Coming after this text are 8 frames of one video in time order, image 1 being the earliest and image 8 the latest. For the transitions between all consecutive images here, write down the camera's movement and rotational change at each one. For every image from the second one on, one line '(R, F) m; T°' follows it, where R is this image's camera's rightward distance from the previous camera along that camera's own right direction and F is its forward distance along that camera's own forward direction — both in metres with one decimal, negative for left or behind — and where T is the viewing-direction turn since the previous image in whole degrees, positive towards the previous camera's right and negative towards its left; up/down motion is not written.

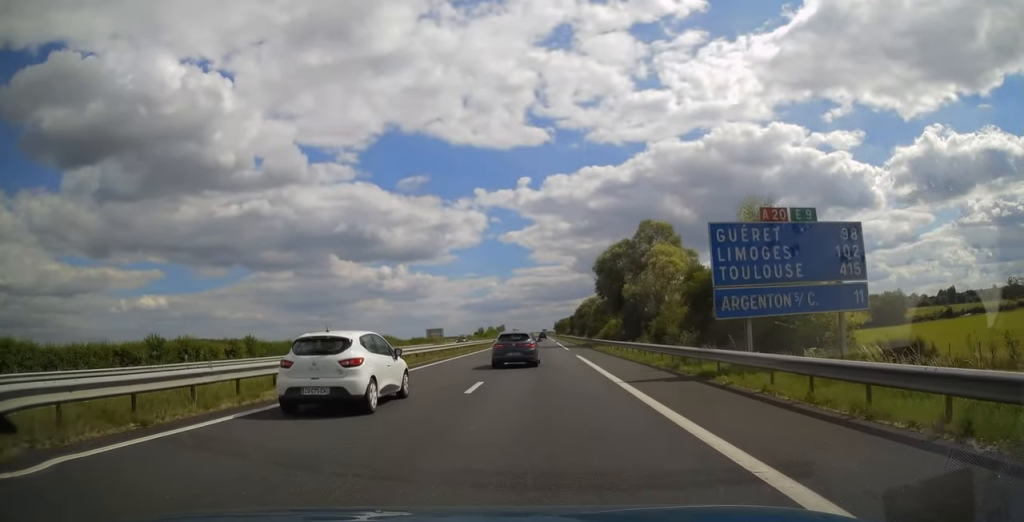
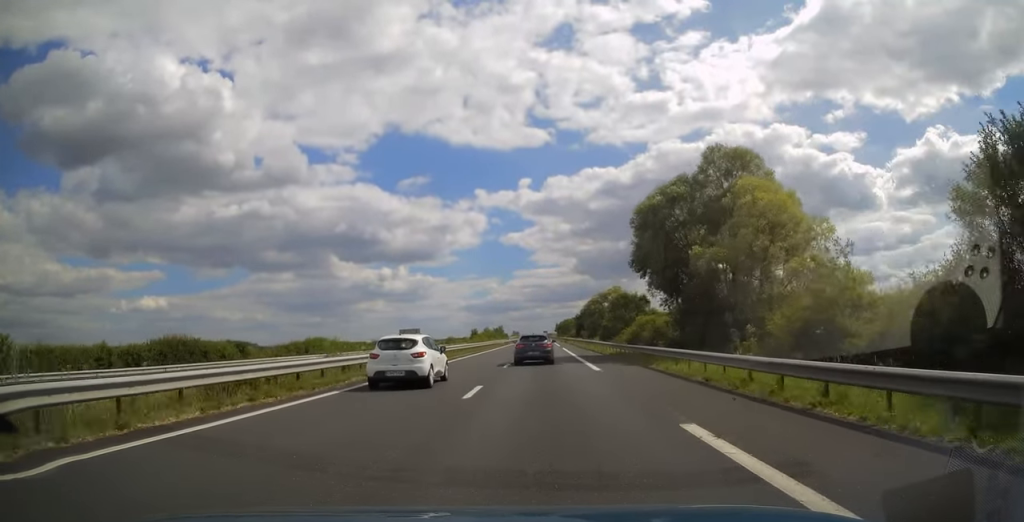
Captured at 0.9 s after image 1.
(0.0, +26.4) m; 0°
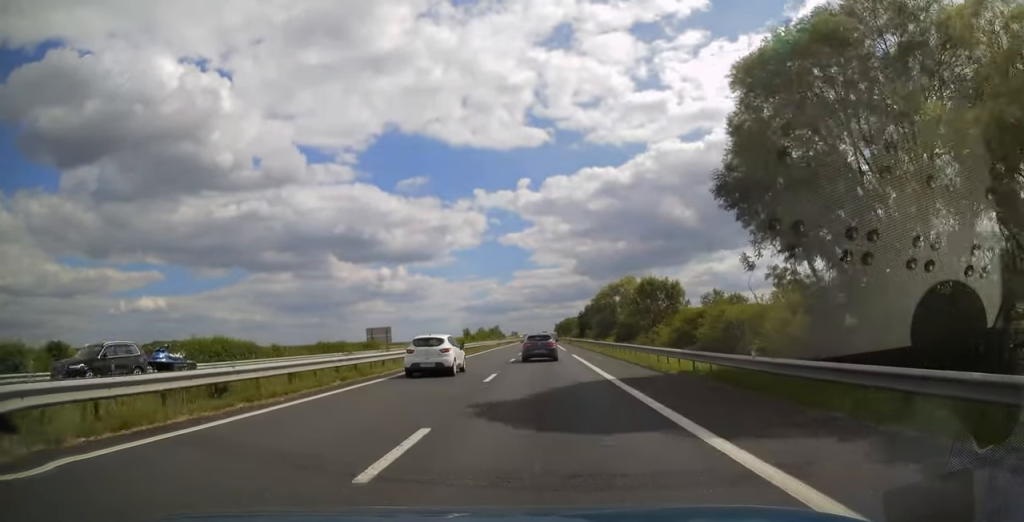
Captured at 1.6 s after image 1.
(+0.1, +20.5) m; 0°
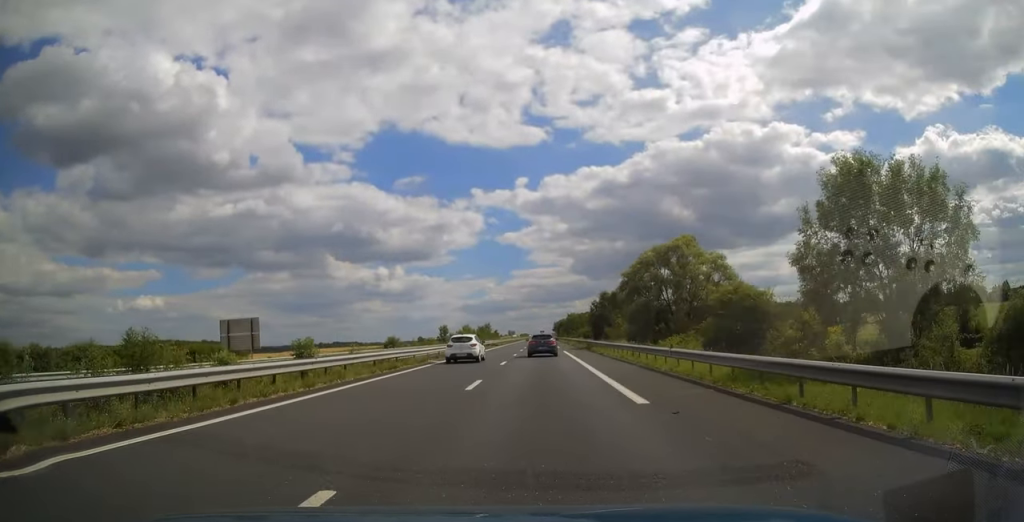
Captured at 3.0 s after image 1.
(0.0, +42.6) m; 0°
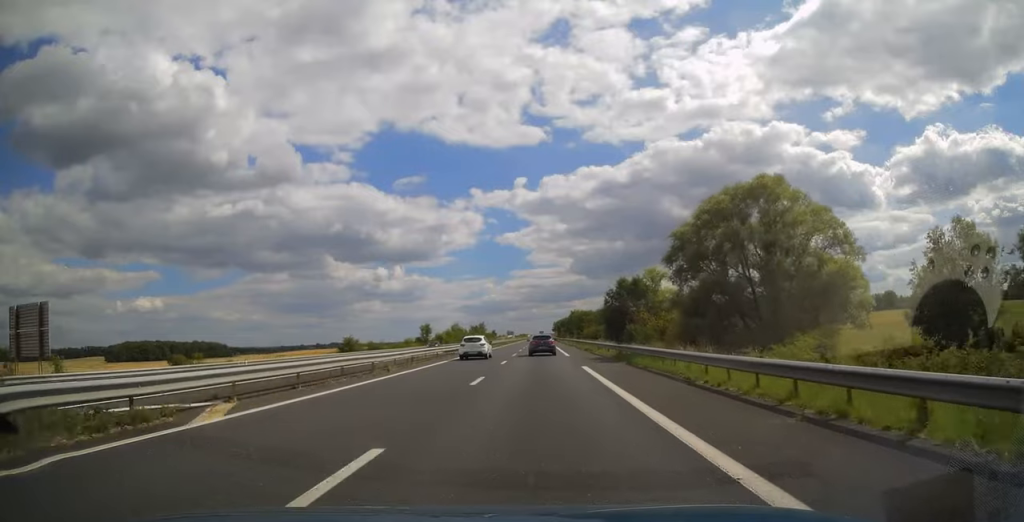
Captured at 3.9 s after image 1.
(-0.1, +24.1) m; 0°
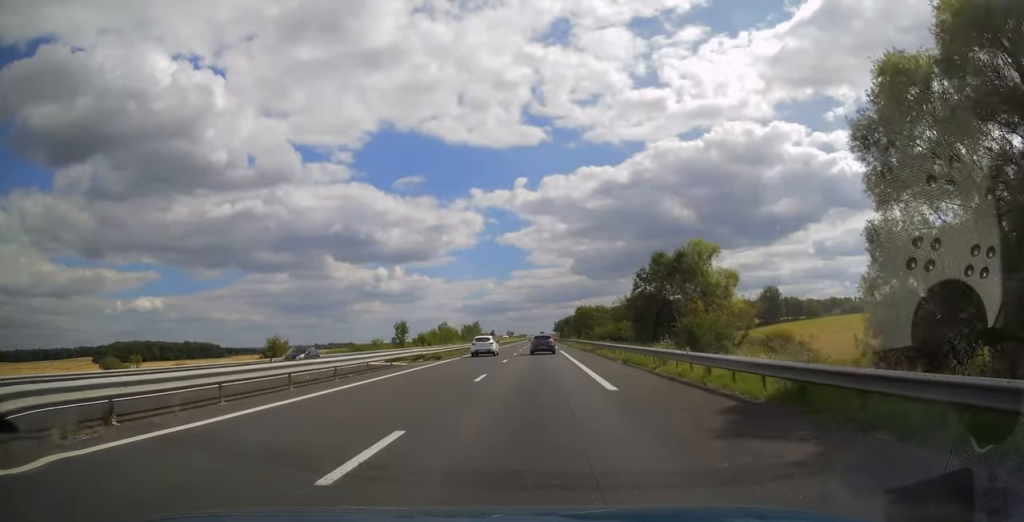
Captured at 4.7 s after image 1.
(+0.1, +24.5) m; 0°
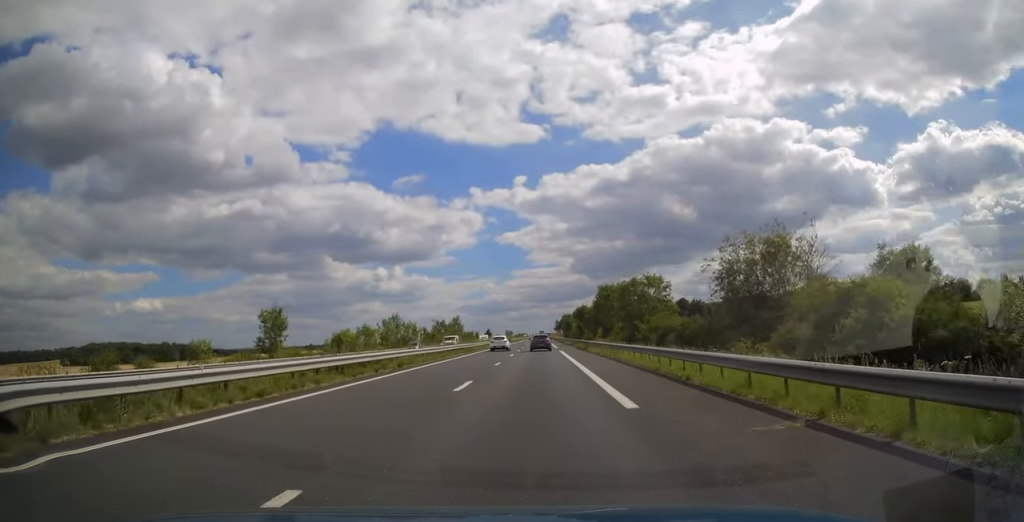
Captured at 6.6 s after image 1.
(-0.2, +55.4) m; 0°
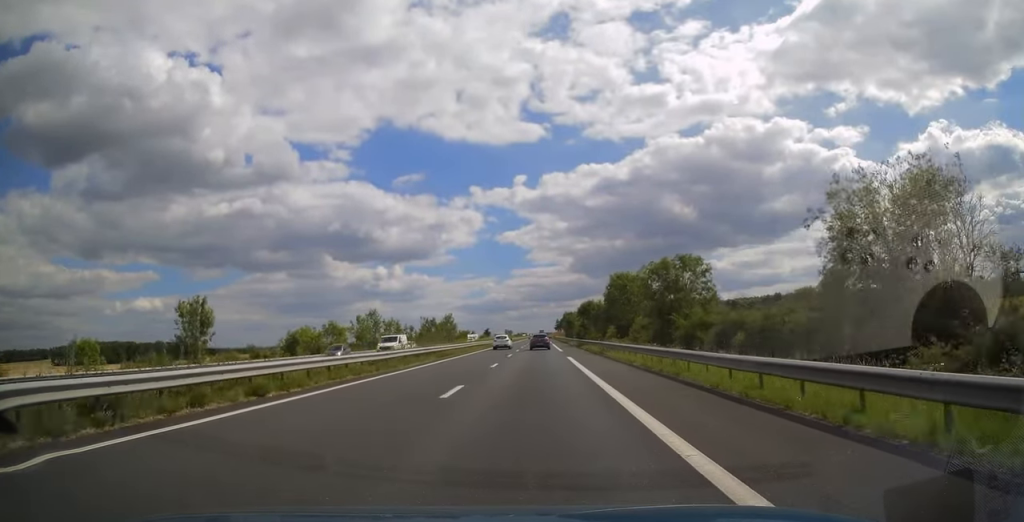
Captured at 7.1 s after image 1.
(0.0, +14.7) m; 0°
